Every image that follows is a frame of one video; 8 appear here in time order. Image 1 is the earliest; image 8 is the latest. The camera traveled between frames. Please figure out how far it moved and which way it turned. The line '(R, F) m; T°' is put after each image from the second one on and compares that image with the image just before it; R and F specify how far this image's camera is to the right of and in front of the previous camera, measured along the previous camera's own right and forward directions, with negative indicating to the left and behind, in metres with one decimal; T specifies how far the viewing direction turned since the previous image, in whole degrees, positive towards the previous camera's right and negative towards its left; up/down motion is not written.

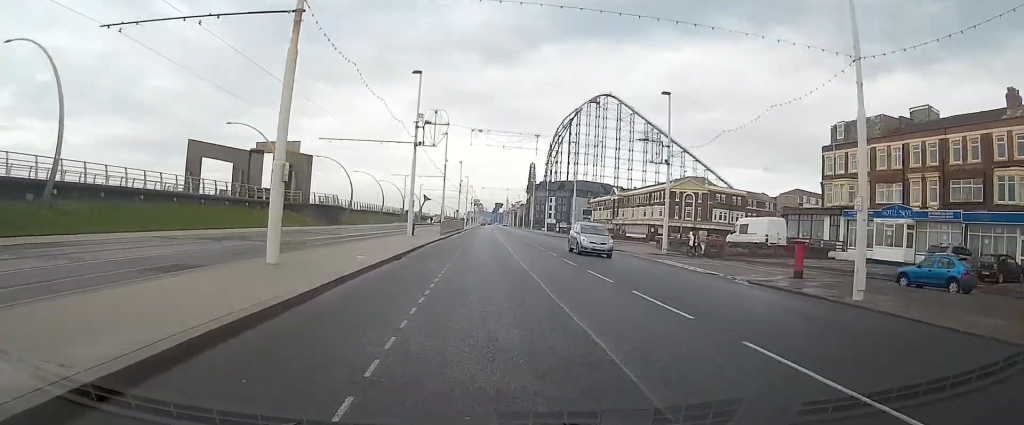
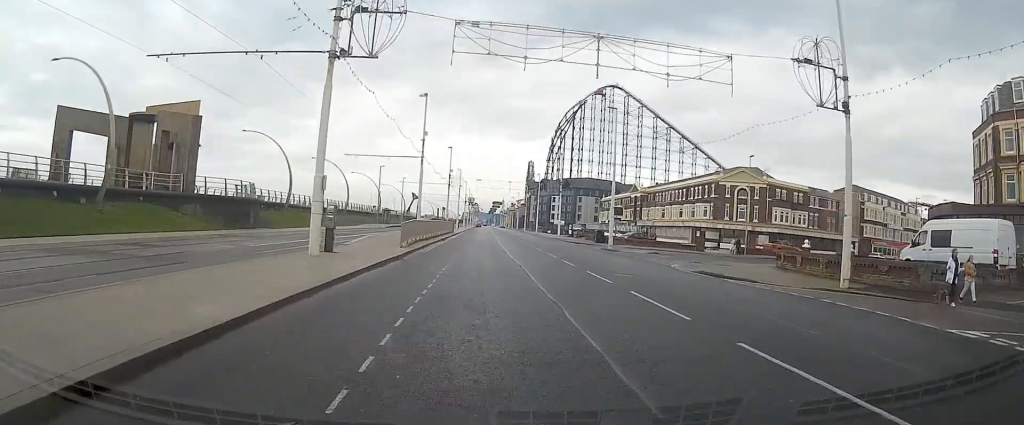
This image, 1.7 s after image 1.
(0.0, +23.8) m; 0°
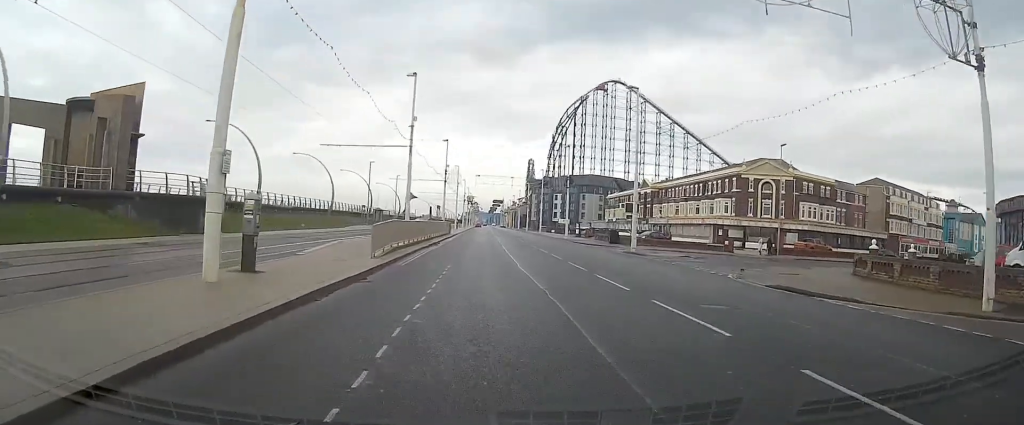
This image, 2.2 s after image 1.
(0.0, +7.6) m; 0°
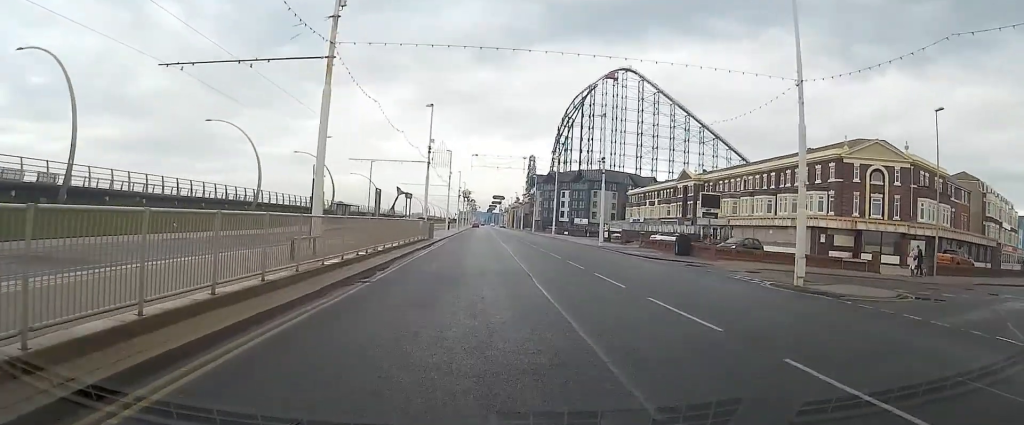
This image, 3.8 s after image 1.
(-0.1, +23.3) m; 0°
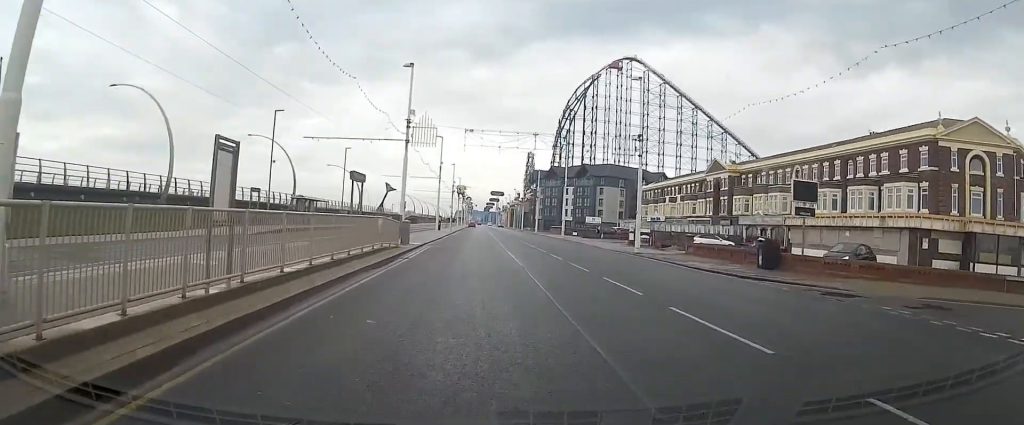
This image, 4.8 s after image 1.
(+0.1, +13.8) m; +1°
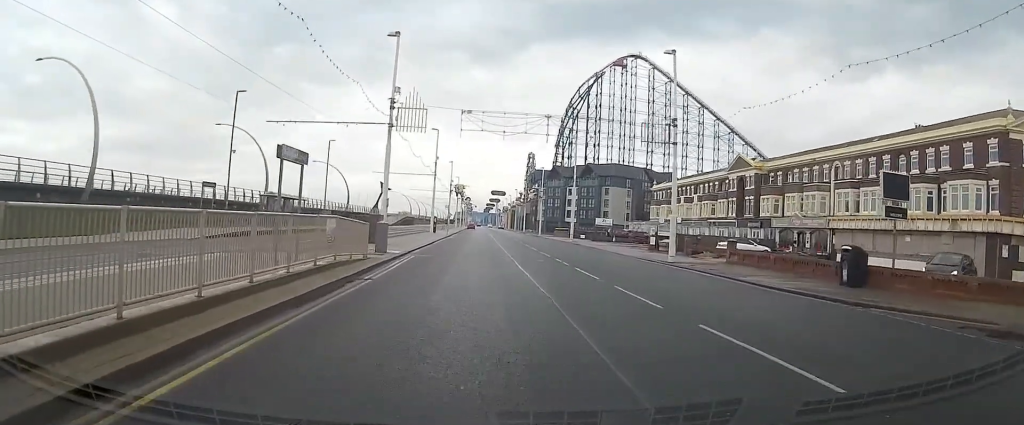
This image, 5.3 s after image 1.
(0.0, +7.6) m; 0°
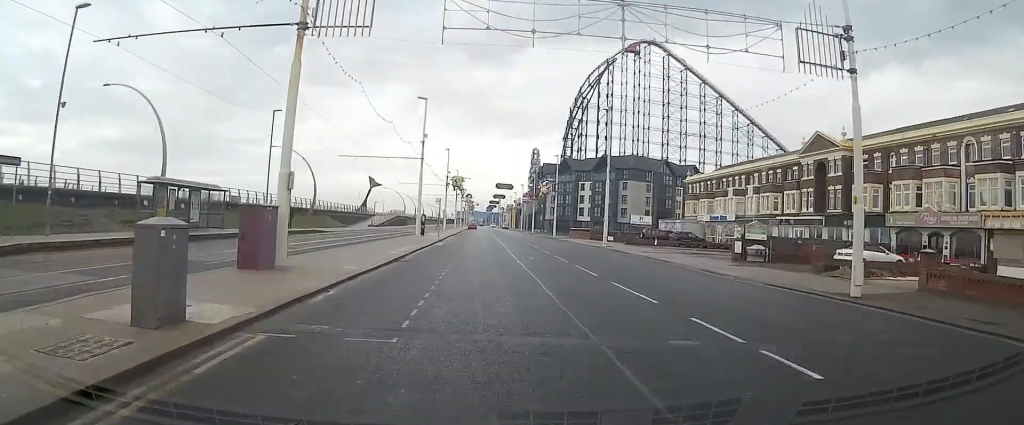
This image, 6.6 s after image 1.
(-0.1, +17.3) m; -1°
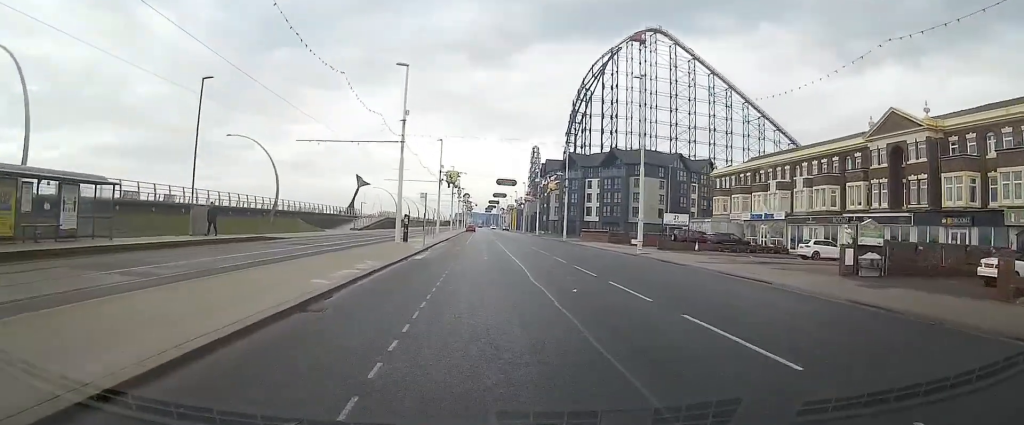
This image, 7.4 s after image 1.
(-0.1, +11.5) m; 0°
